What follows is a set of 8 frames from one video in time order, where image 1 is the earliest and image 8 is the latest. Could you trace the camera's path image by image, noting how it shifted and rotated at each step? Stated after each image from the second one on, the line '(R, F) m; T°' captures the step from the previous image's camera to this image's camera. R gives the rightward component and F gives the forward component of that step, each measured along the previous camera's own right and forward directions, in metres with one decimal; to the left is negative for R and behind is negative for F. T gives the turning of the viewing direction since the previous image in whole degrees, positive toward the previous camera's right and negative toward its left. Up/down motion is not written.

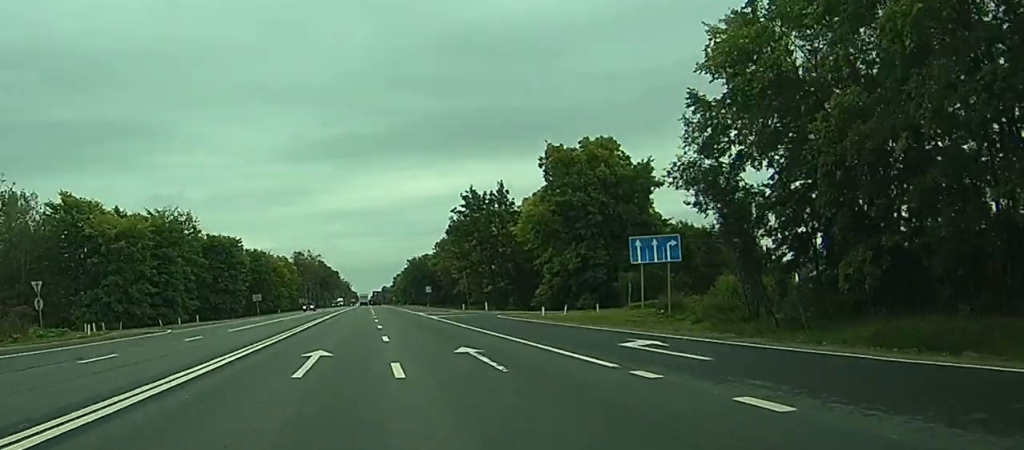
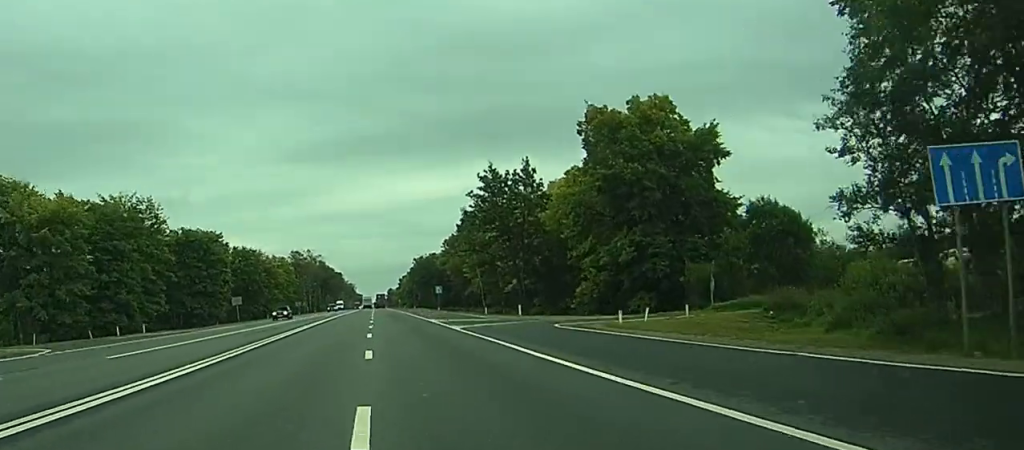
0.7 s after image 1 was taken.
(-0.4, +19.2) m; 0°
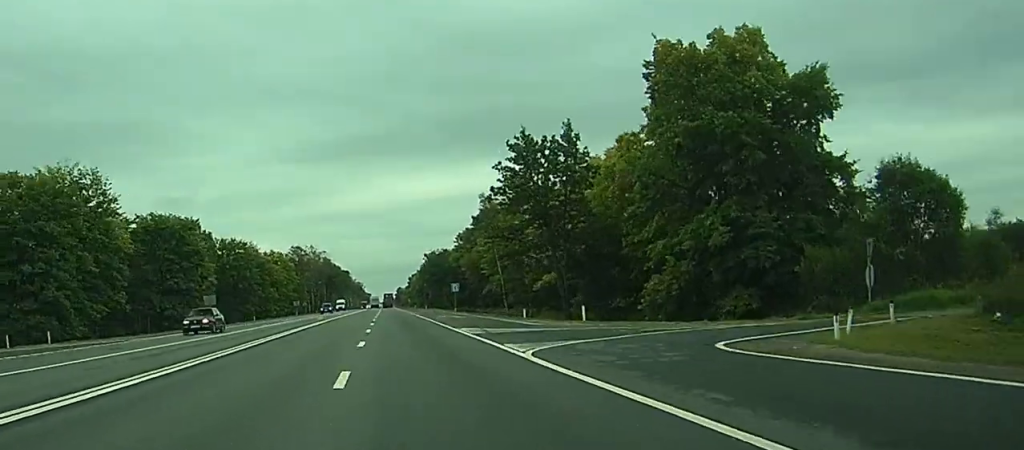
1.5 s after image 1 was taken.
(+1.2, +19.1) m; +4°
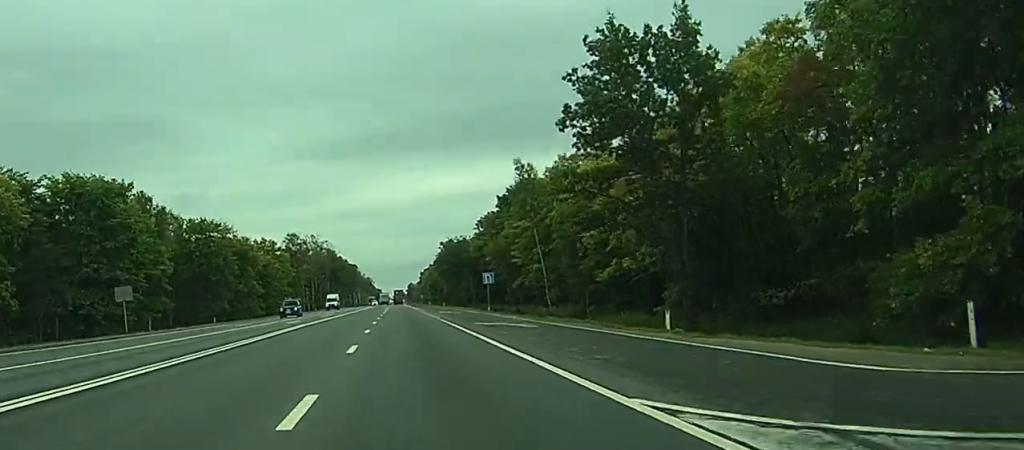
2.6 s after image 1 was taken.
(+0.1, +28.9) m; 0°
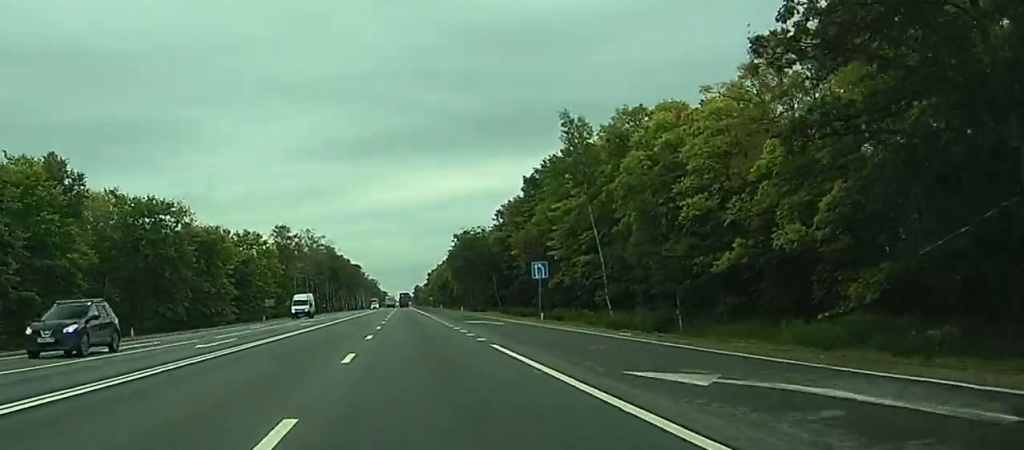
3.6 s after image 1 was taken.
(0.0, +26.0) m; 0°
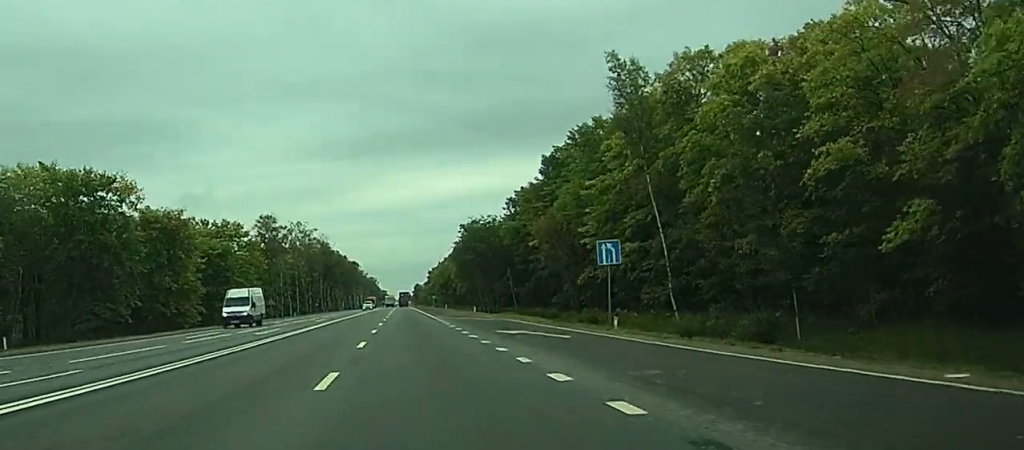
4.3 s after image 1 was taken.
(+0.1, +17.5) m; 0°
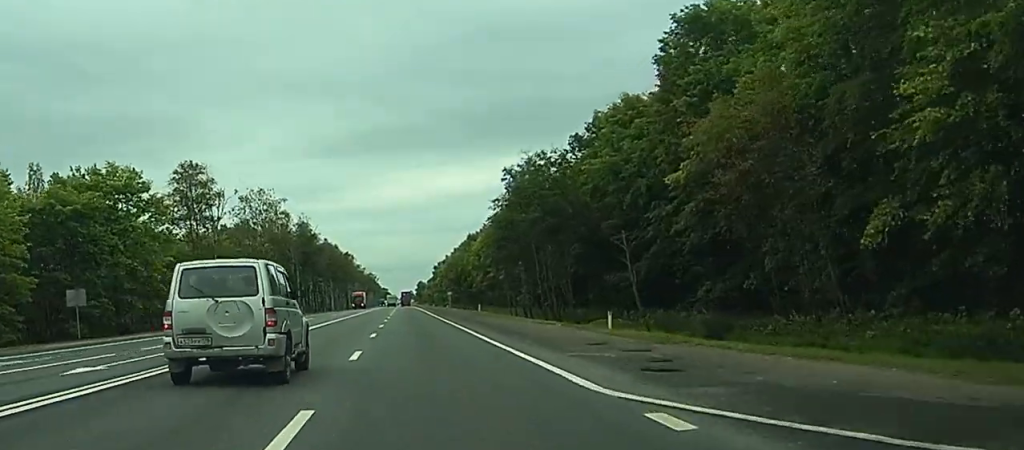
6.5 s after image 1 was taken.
(0.0, +53.0) m; 0°
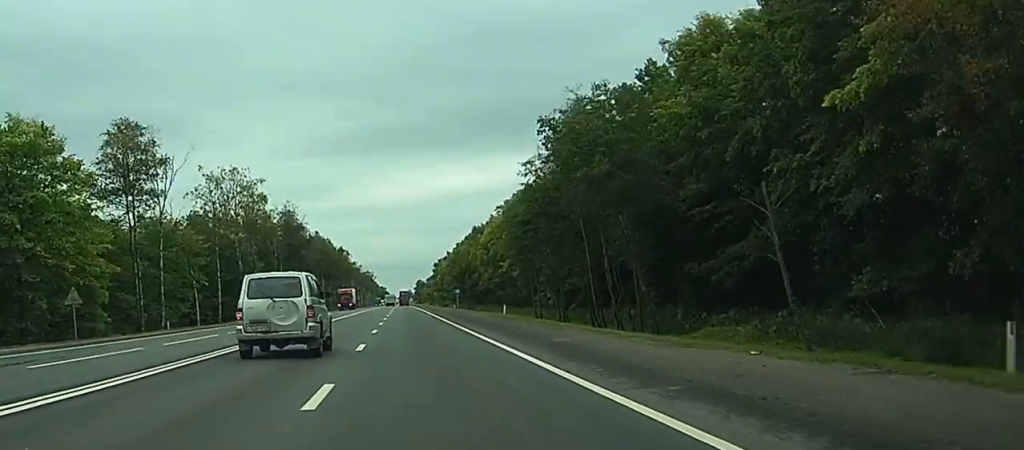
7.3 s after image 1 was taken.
(-0.1, +20.5) m; 0°
